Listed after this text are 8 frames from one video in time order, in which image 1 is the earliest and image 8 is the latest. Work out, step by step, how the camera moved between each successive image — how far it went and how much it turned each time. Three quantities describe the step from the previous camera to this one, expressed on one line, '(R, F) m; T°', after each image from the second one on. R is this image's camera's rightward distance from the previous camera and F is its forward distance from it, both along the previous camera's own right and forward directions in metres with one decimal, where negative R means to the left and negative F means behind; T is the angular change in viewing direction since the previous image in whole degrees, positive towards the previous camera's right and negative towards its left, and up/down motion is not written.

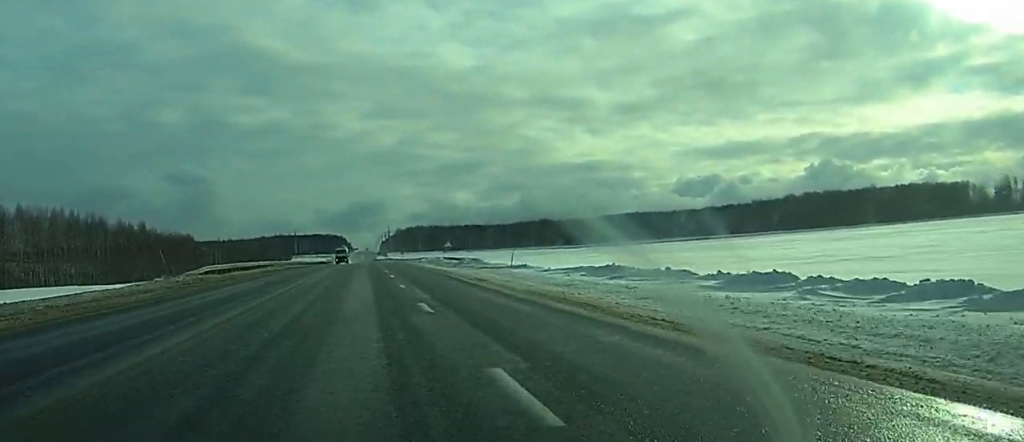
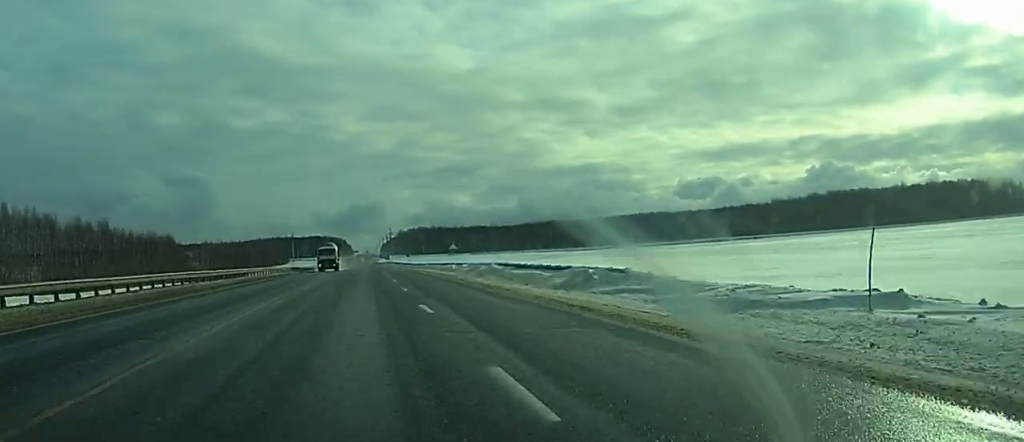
(+0.1, +34.9) m; 0°
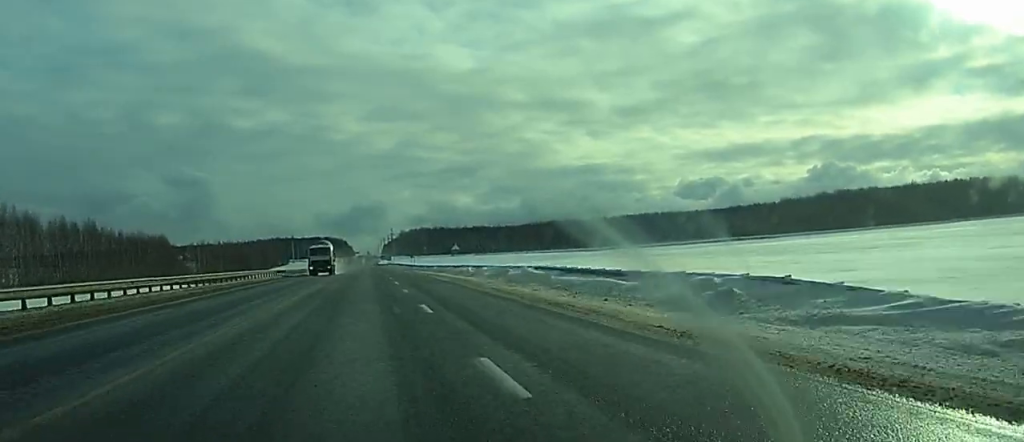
(0.0, +10.4) m; 0°
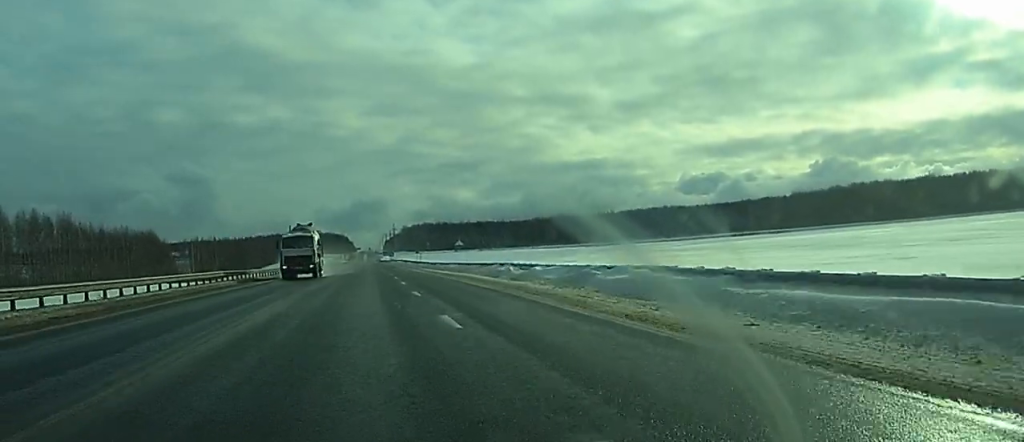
(0.0, +16.5) m; 0°
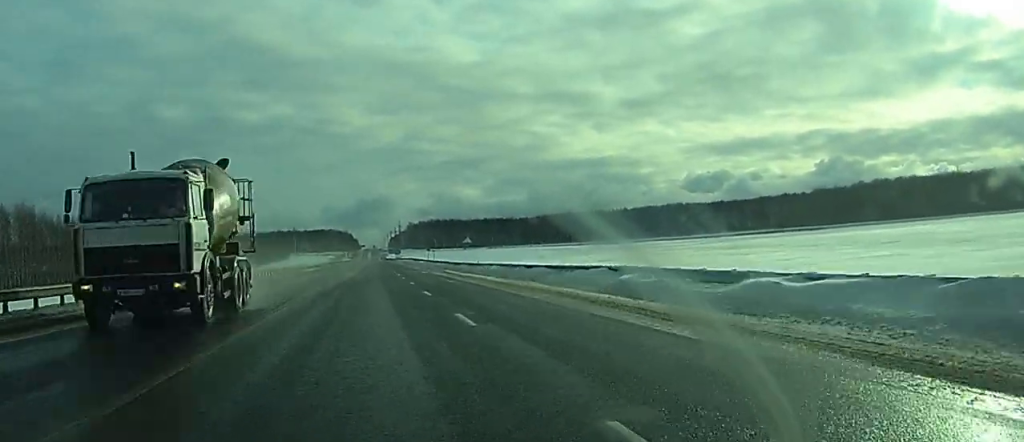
(0.0, +22.6) m; 0°
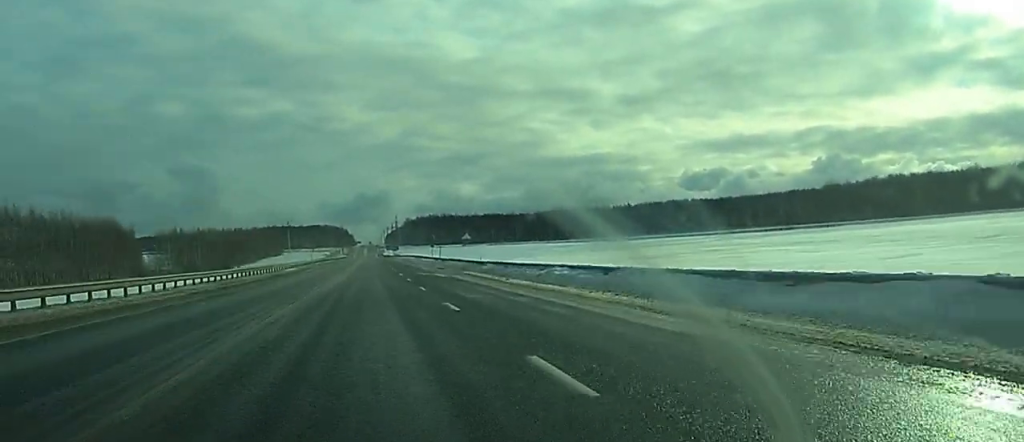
(-0.1, +19.1) m; 0°
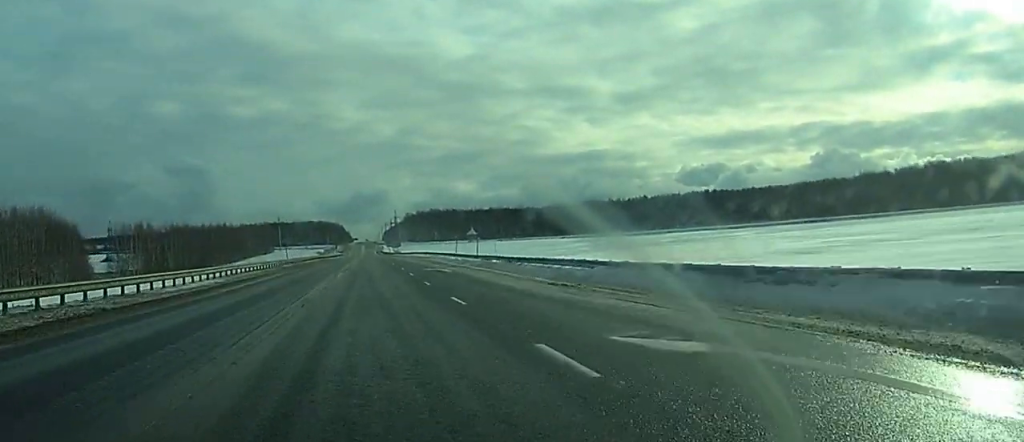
(+0.4, +45.9) m; 0°
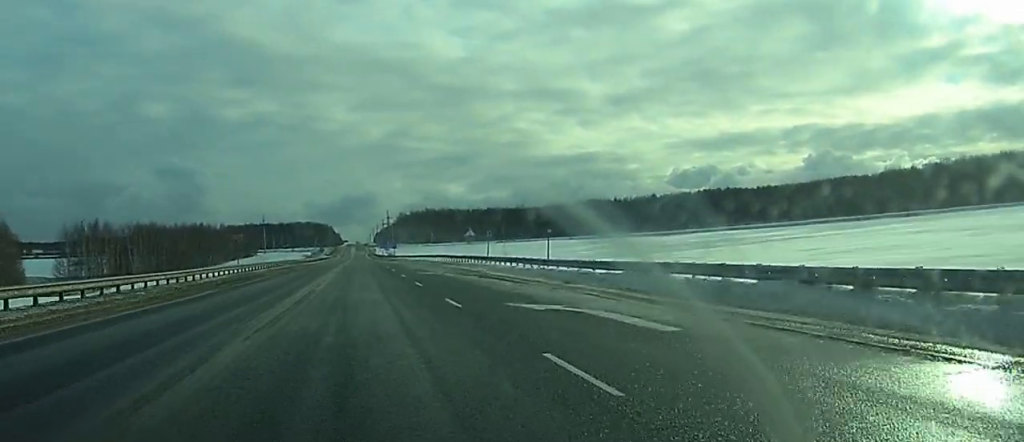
(-0.2, +36.6) m; 0°
